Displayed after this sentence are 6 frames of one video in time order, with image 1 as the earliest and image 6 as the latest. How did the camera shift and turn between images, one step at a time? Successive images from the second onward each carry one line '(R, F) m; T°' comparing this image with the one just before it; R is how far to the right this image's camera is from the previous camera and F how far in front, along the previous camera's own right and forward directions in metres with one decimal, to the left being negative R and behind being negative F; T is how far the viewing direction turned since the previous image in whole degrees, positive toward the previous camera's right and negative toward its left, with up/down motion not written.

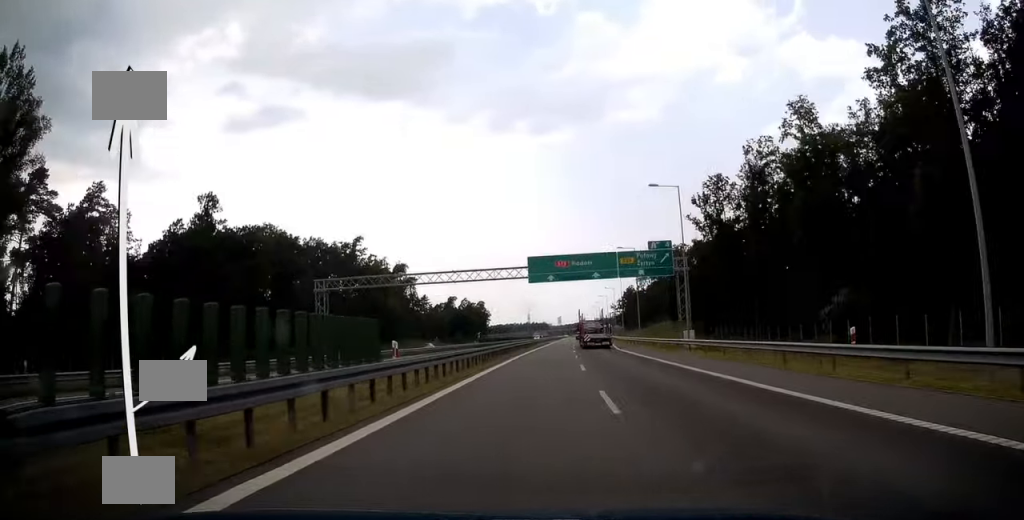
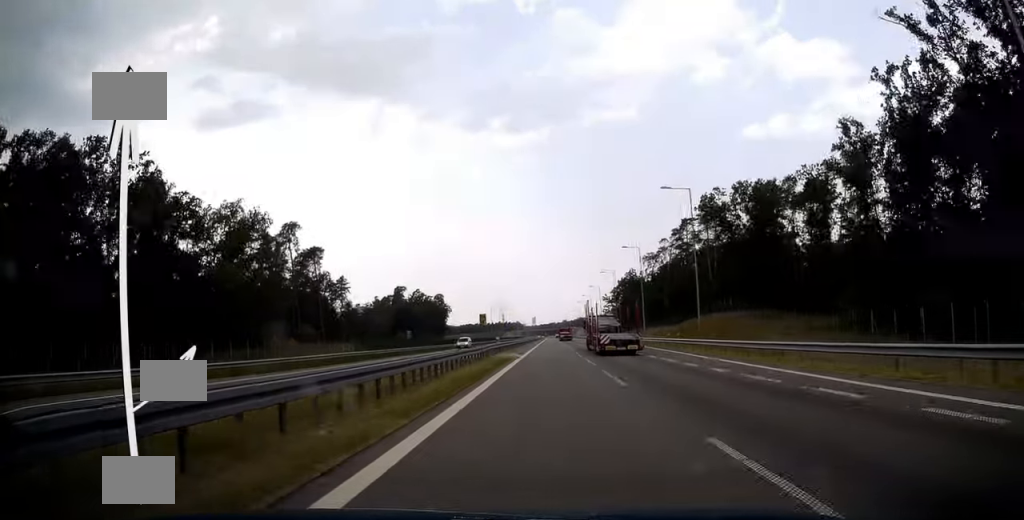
(+2.0, +66.4) m; +3°
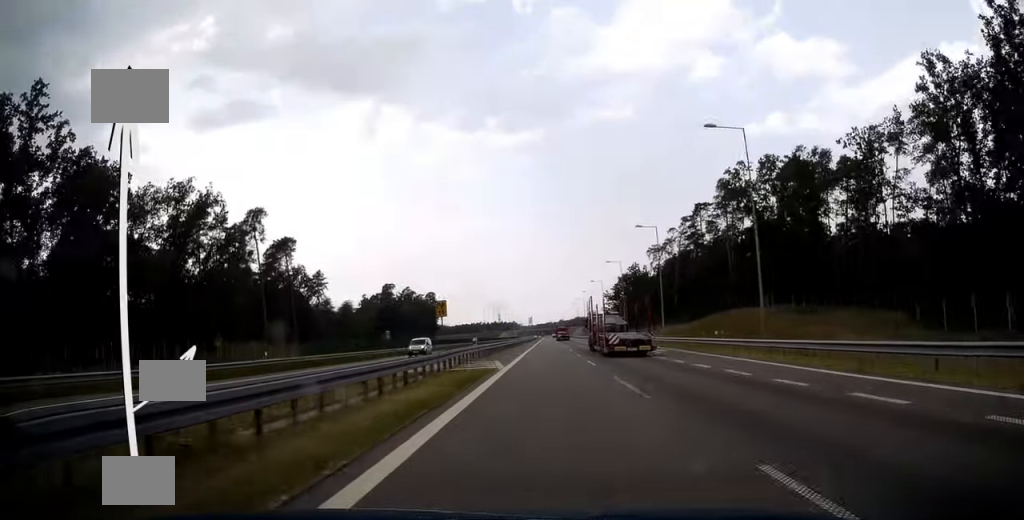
(+0.1, +13.6) m; 0°
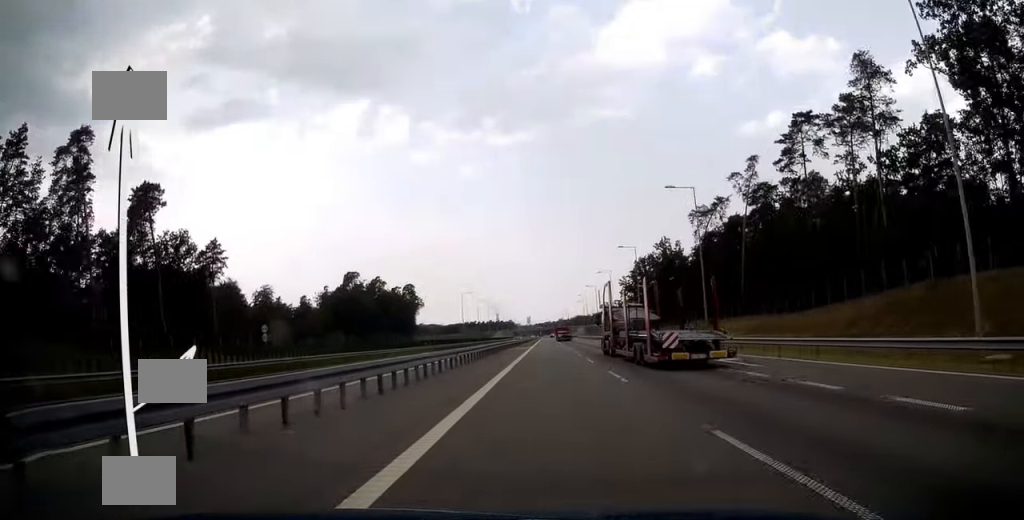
(+0.1, +45.7) m; 0°
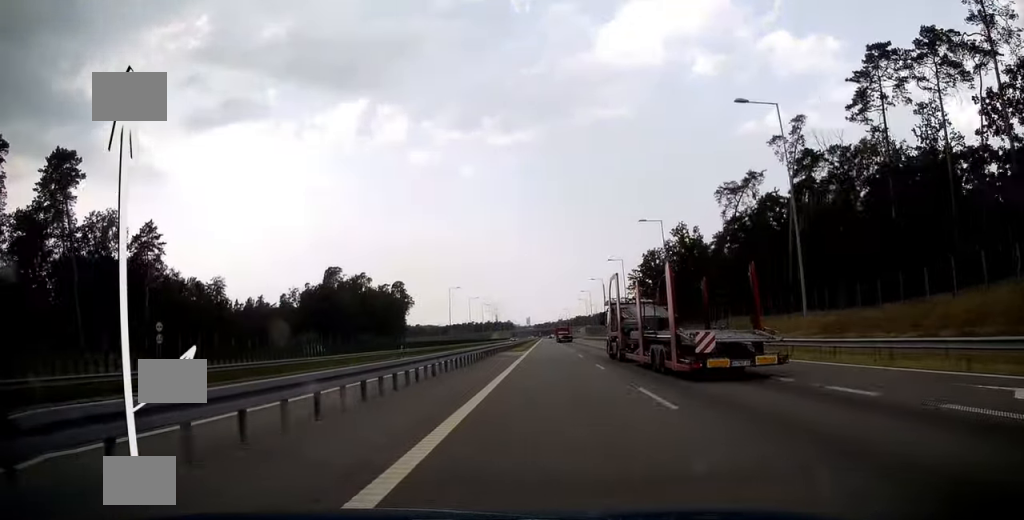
(+0.1, +17.5) m; 0°
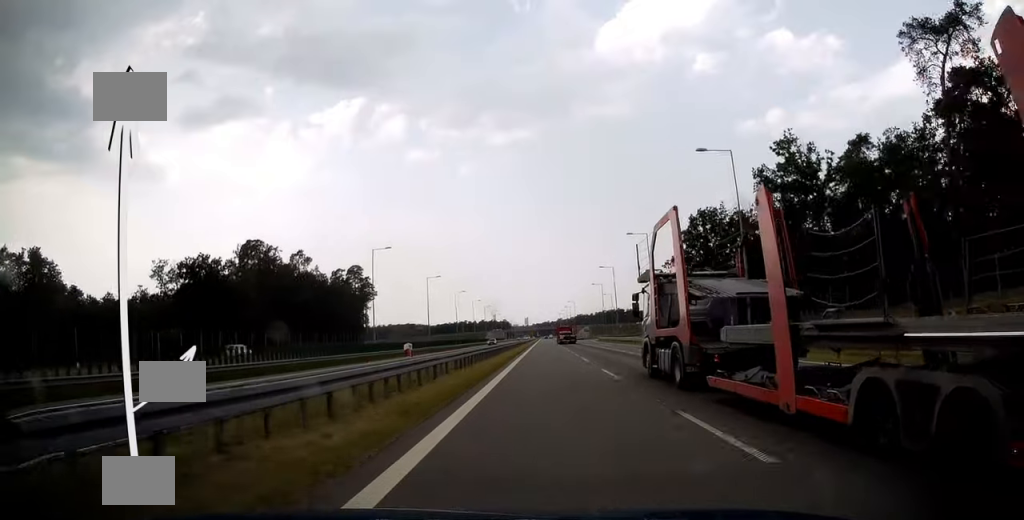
(0.0, +52.5) m; 0°
